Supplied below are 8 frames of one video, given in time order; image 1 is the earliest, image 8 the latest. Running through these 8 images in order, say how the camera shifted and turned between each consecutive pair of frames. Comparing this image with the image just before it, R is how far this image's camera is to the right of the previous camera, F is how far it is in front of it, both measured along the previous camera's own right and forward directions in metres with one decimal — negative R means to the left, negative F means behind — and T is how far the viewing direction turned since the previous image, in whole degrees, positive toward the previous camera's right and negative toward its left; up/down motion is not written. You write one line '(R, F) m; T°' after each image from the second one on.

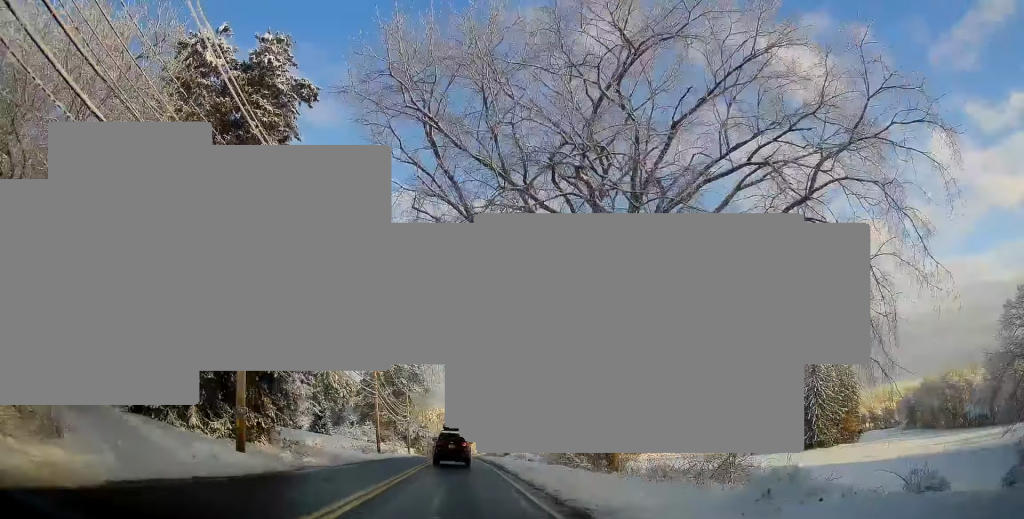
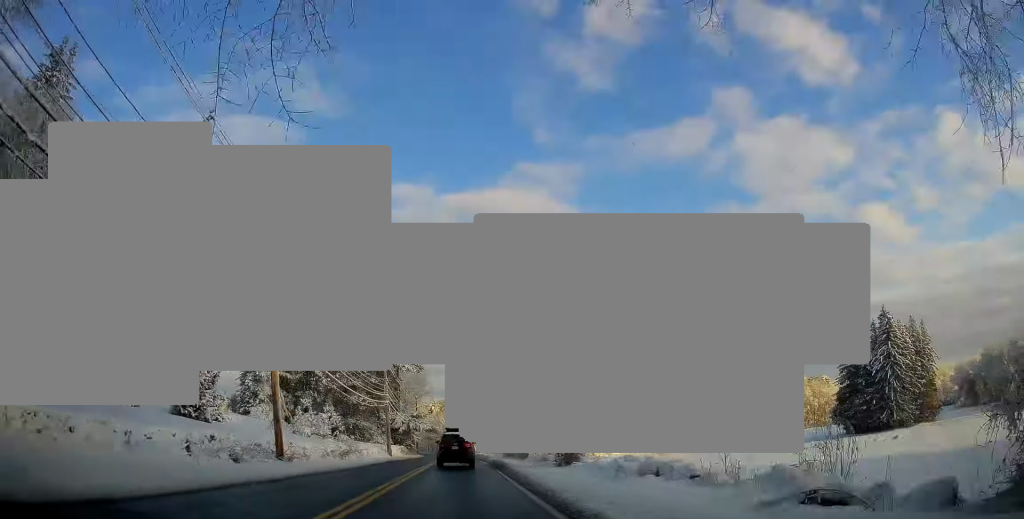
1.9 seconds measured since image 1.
(-0.4, +29.2) m; -1°
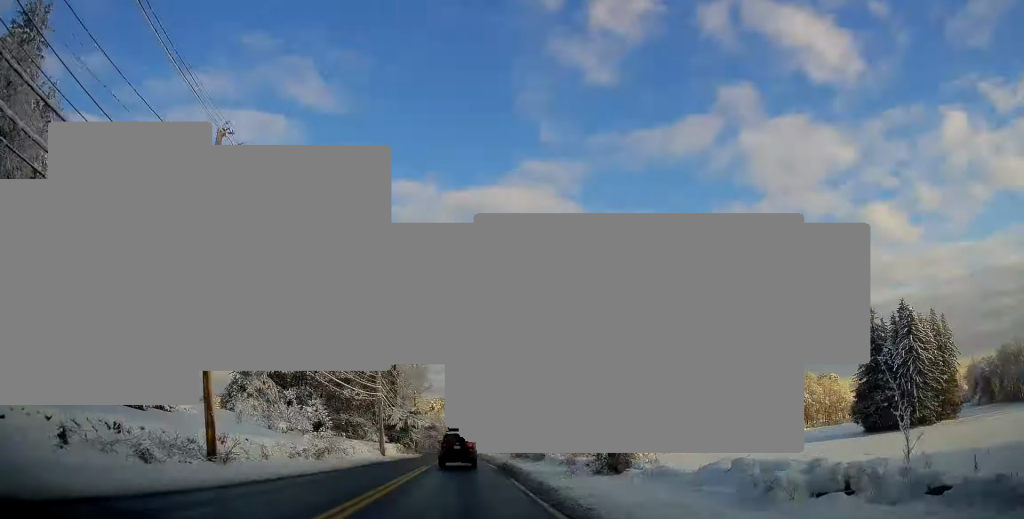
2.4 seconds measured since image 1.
(+0.1, +6.7) m; 0°
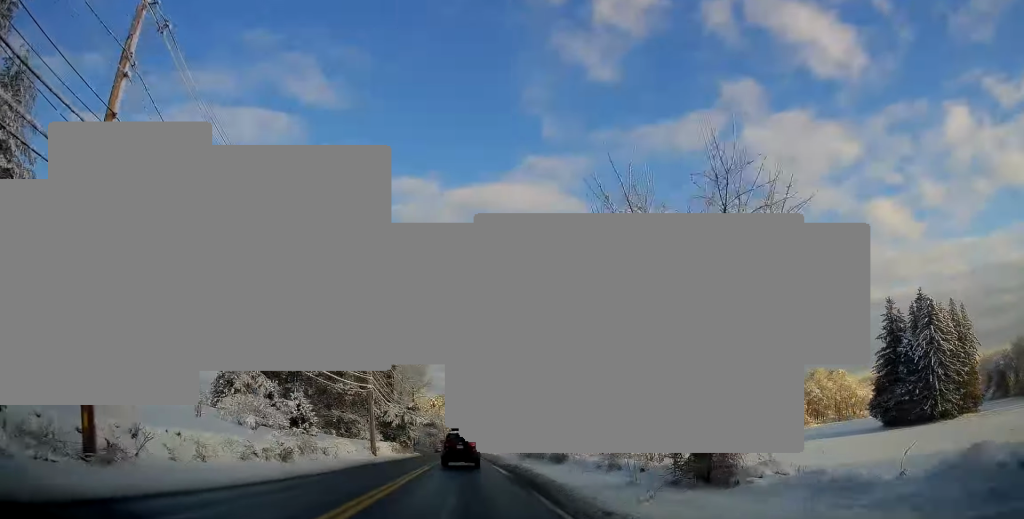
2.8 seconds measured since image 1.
(-0.1, +6.2) m; 0°
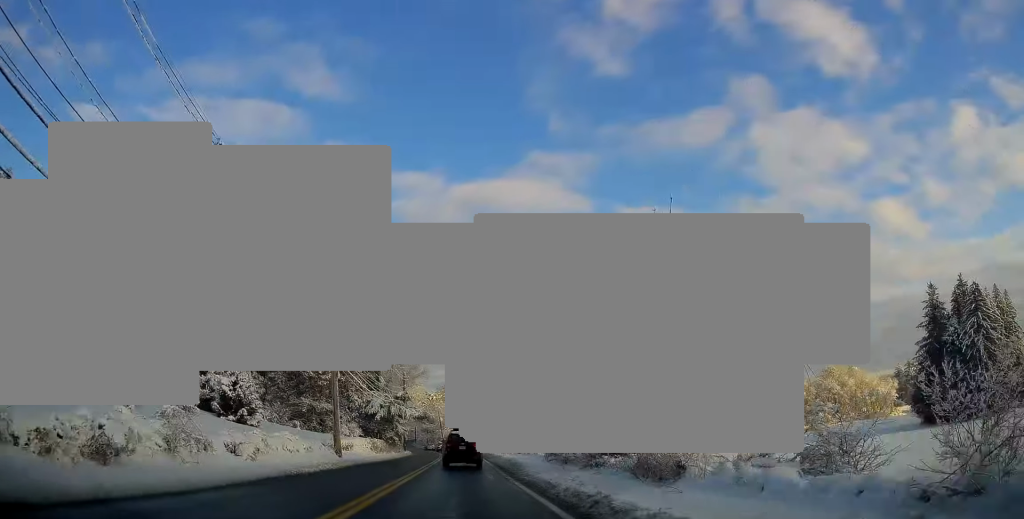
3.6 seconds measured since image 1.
(0.0, +13.6) m; 0°
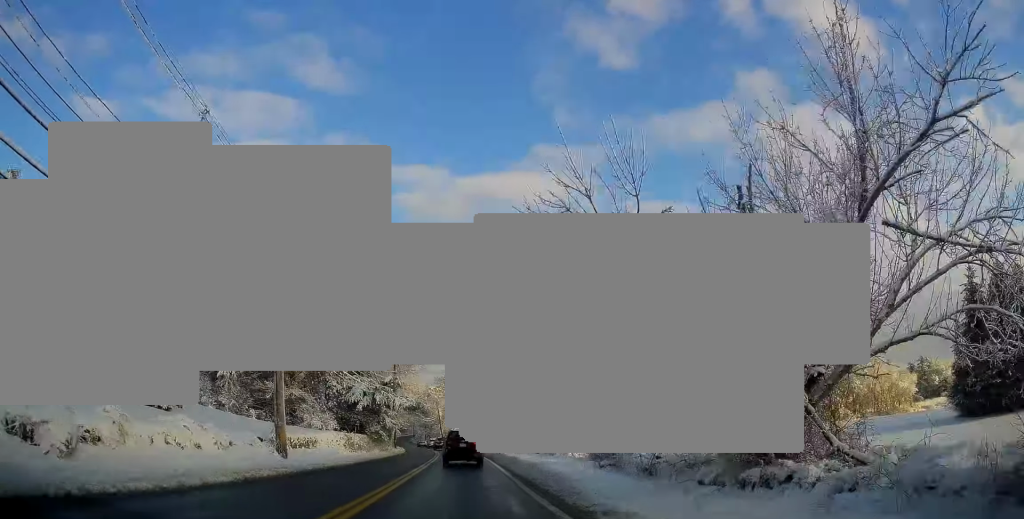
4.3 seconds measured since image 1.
(+0.2, +11.2) m; -1°
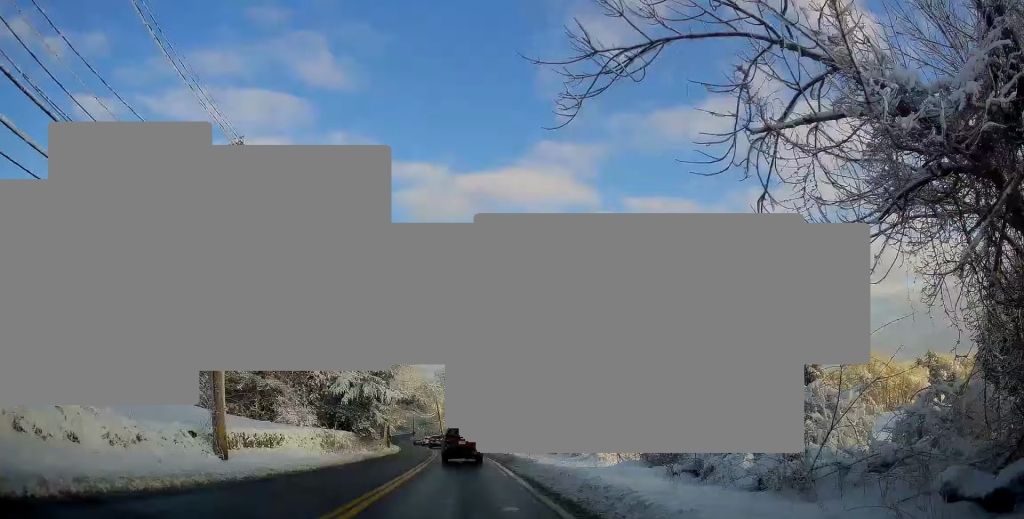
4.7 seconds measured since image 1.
(-0.3, +6.4) m; 0°
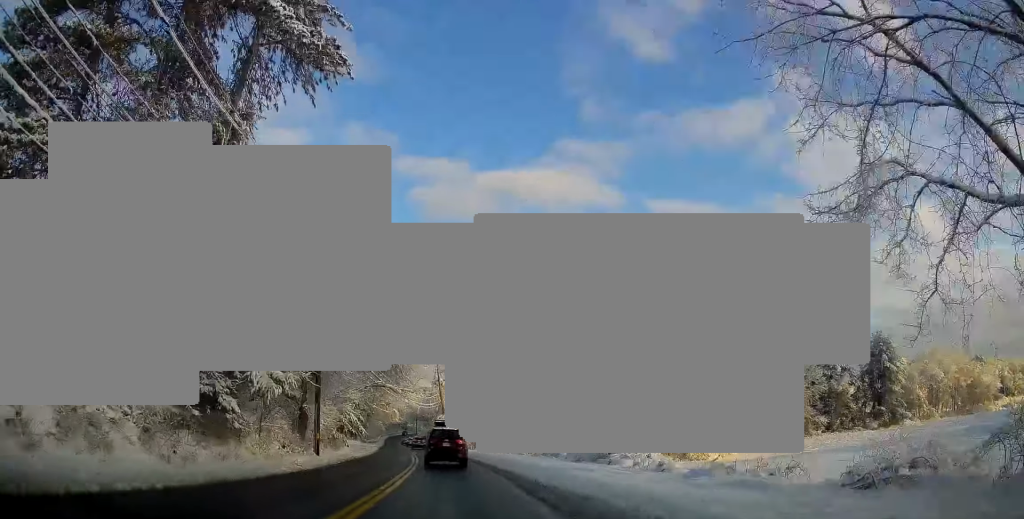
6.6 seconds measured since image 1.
(+0.2, +29.9) m; +1°
